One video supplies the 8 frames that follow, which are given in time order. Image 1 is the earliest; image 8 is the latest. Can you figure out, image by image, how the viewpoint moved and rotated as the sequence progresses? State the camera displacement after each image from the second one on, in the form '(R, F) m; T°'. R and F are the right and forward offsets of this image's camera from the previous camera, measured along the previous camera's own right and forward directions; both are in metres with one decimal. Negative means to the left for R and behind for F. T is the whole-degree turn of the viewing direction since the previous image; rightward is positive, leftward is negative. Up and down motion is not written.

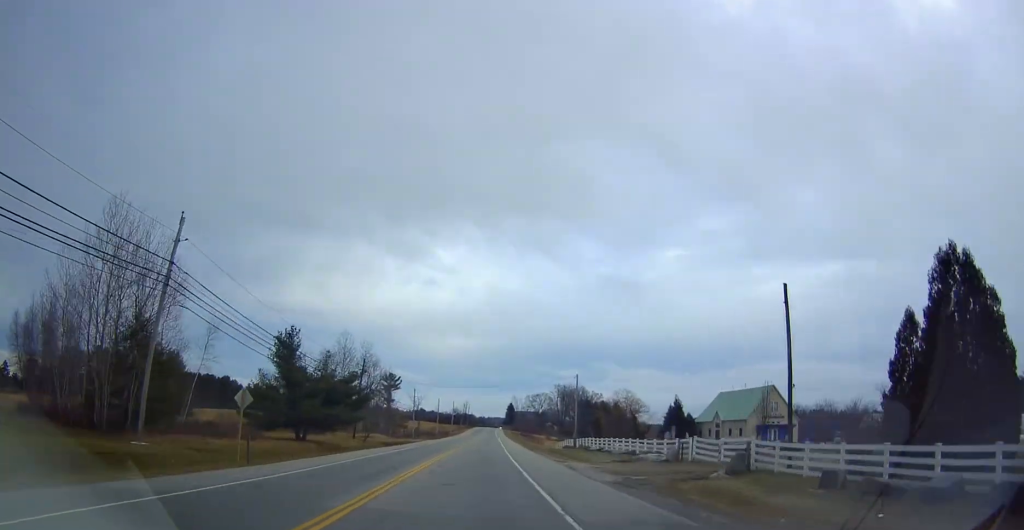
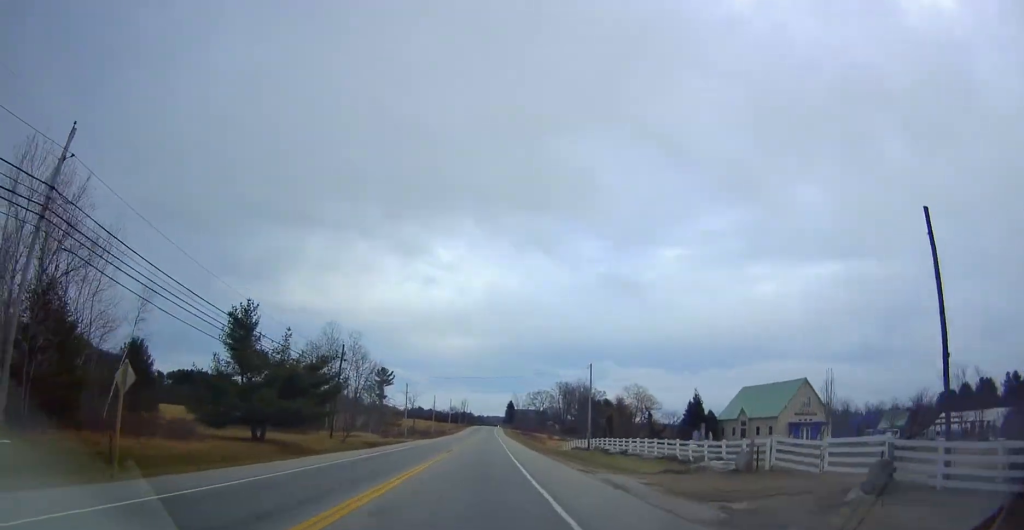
(0.0, +9.7) m; -1°
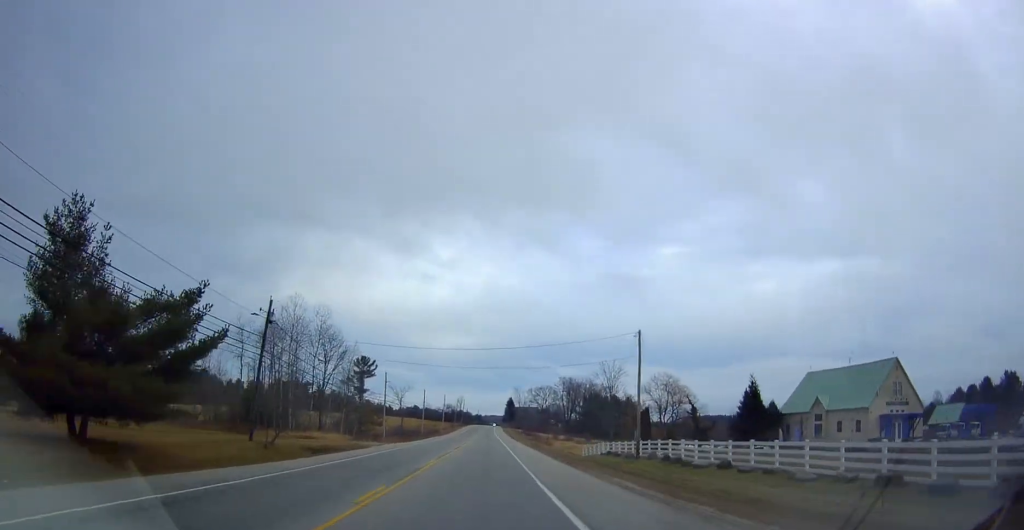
(-0.4, +20.1) m; 0°
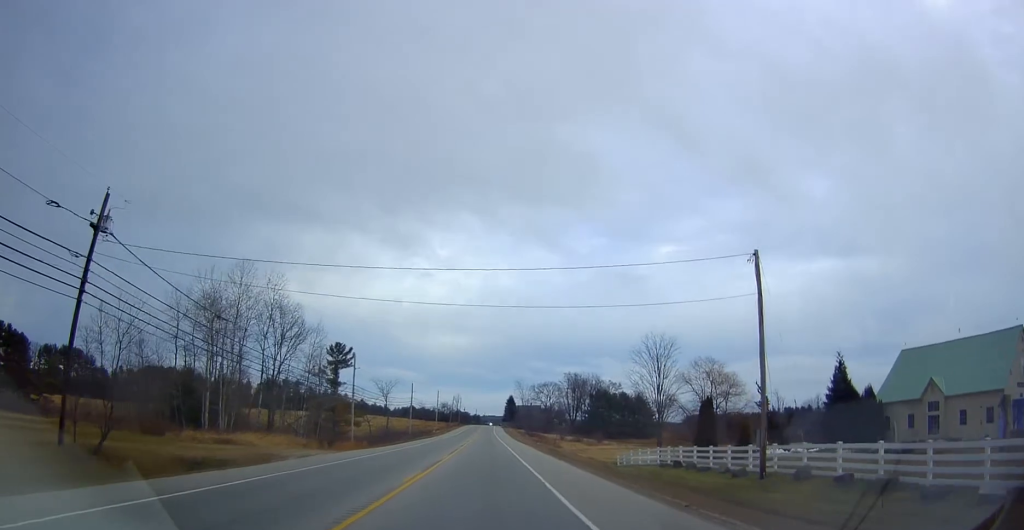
(+0.4, +19.2) m; +1°
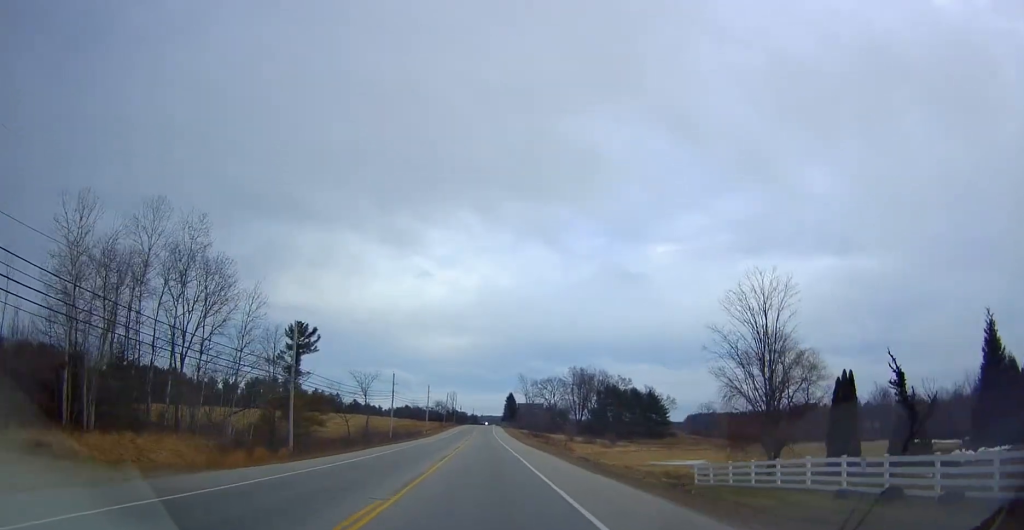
(+0.1, +19.9) m; 0°
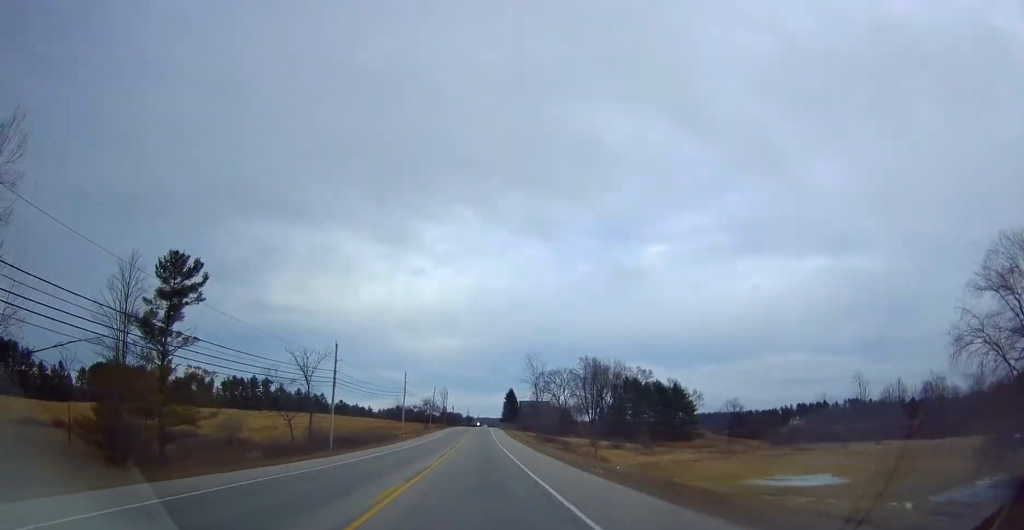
(+0.2, +32.8) m; 0°
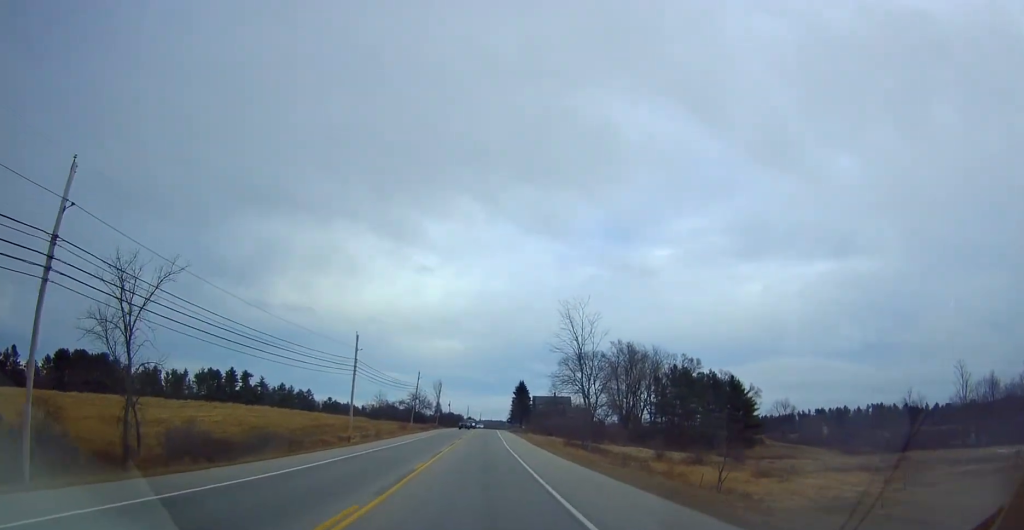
(-1.0, +39.8) m; 0°
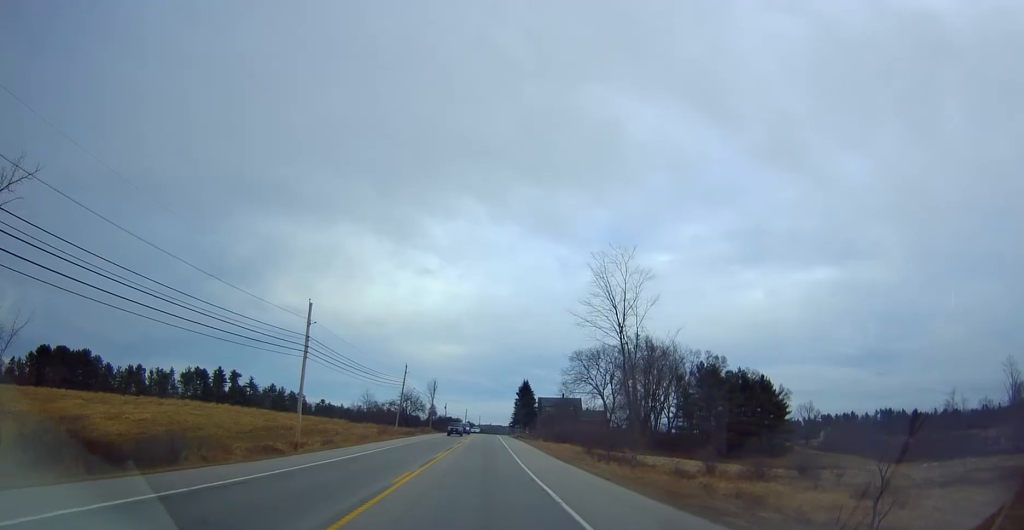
(+0.2, +16.4) m; +1°
